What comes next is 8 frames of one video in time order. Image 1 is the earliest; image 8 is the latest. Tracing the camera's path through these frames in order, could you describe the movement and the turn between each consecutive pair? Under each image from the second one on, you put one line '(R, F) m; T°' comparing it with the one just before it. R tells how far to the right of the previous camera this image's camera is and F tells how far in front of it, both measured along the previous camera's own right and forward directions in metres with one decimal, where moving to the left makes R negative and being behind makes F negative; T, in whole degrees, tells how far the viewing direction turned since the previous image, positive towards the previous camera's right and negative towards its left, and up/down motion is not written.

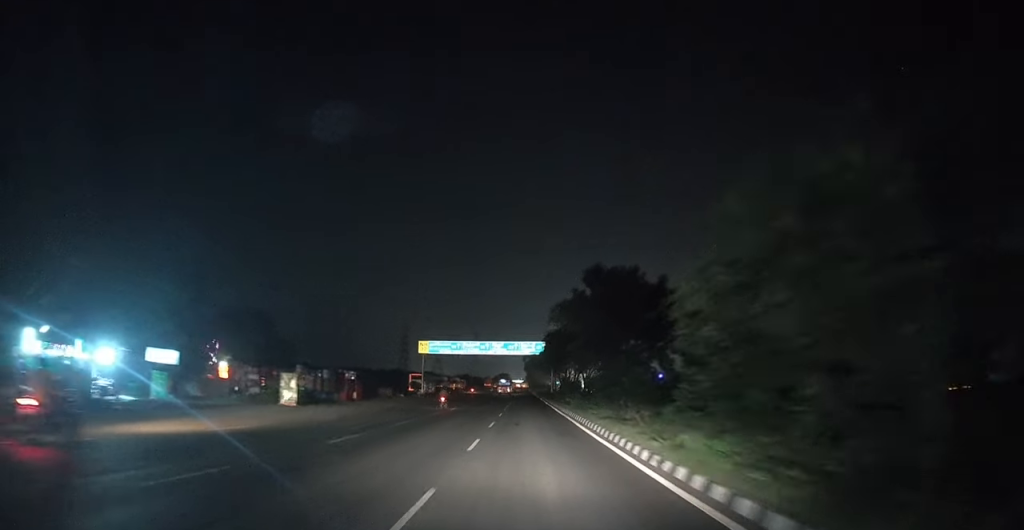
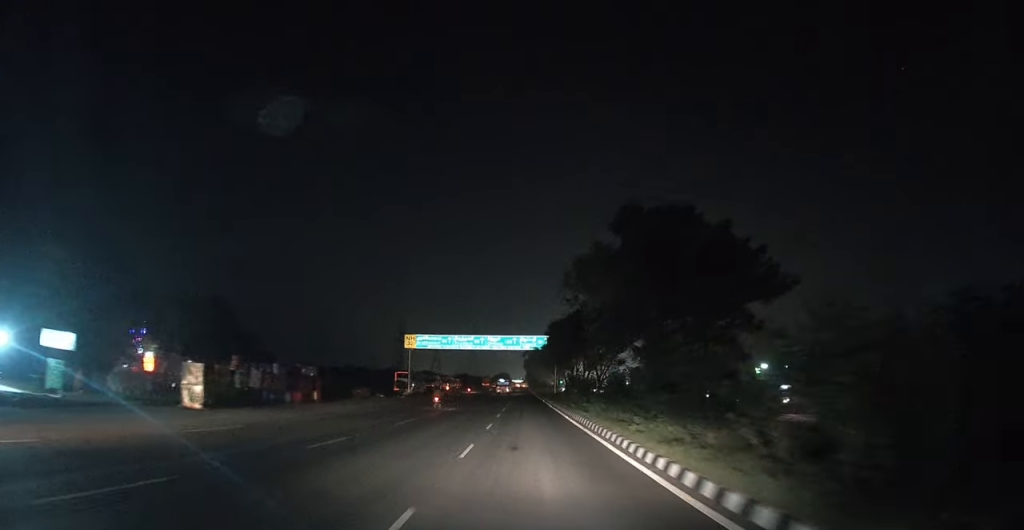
(+0.1, +10.0) m; +1°
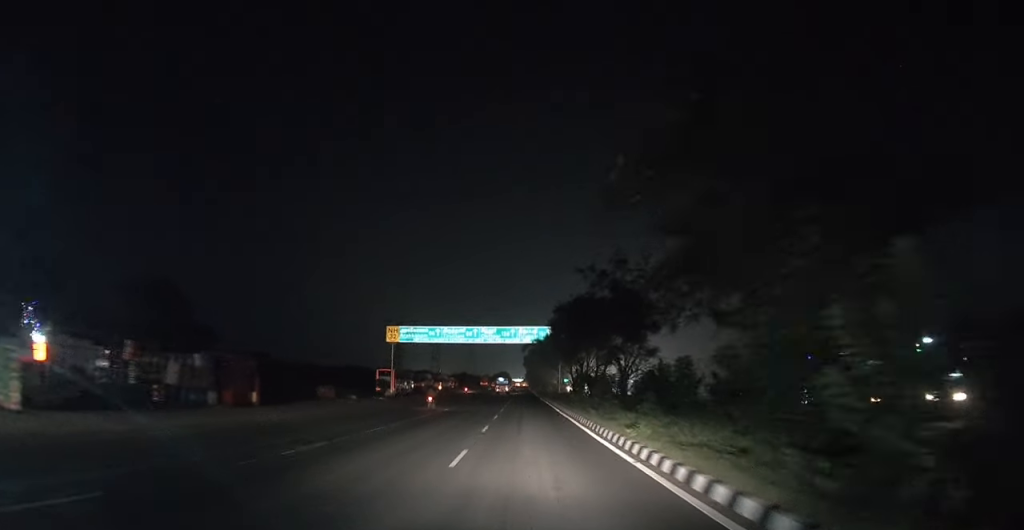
(0.0, +10.0) m; 0°
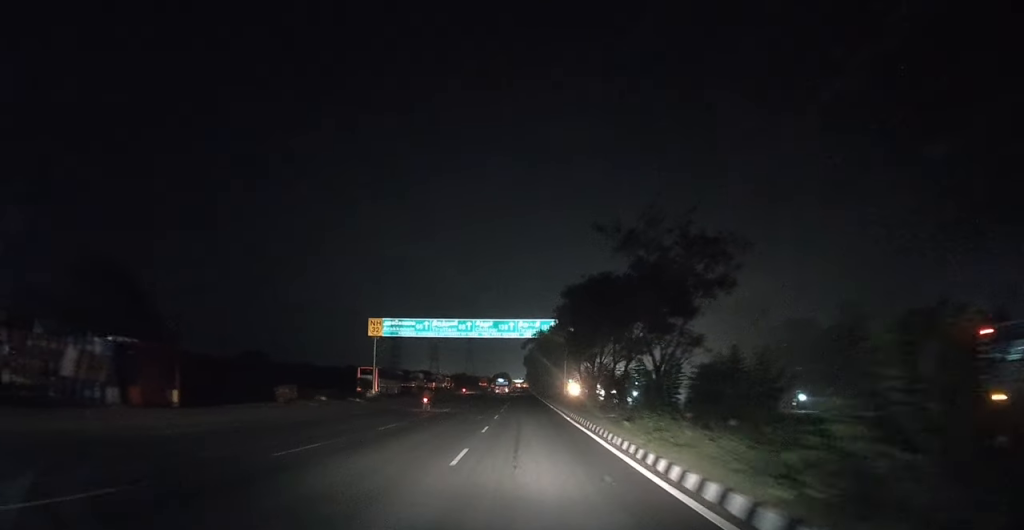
(0.0, +7.8) m; 0°
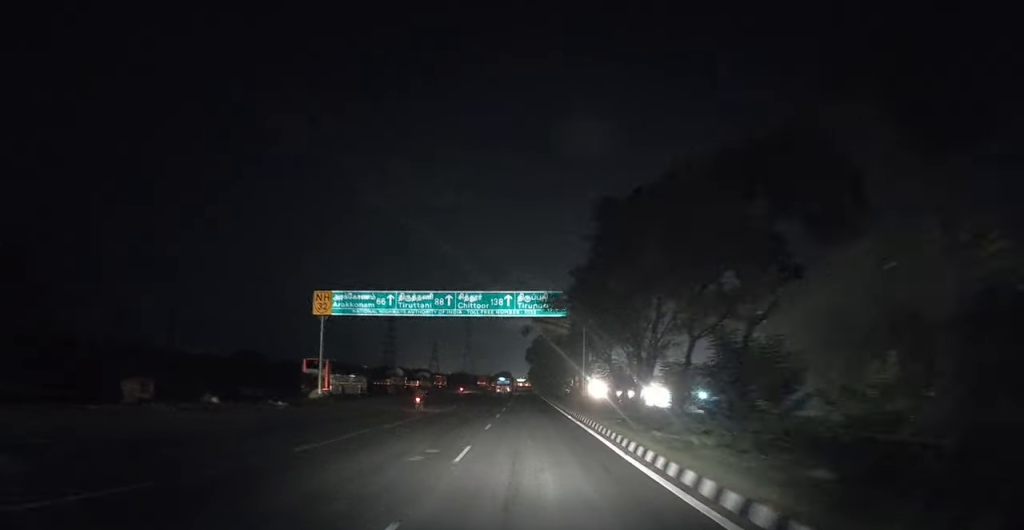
(0.0, +15.5) m; -1°
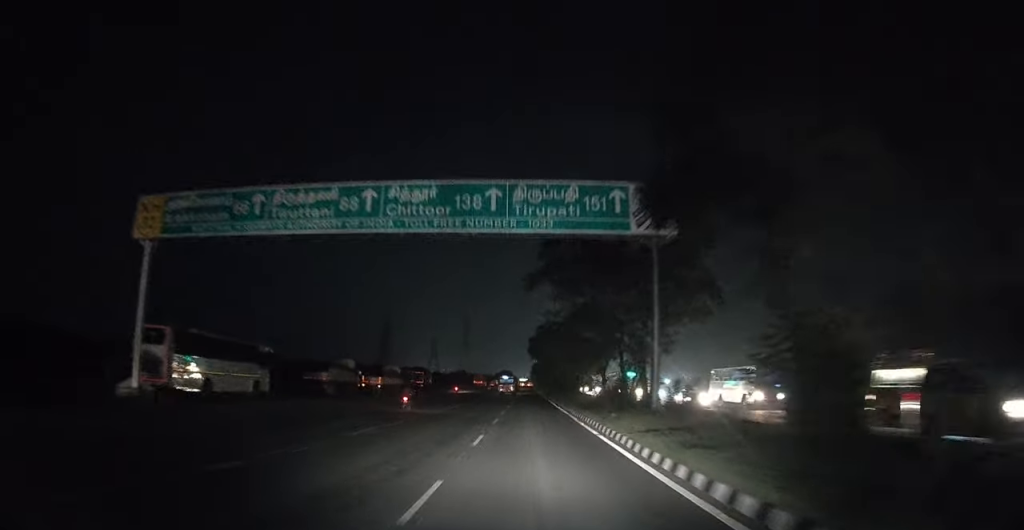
(-0.5, +22.1) m; -3°
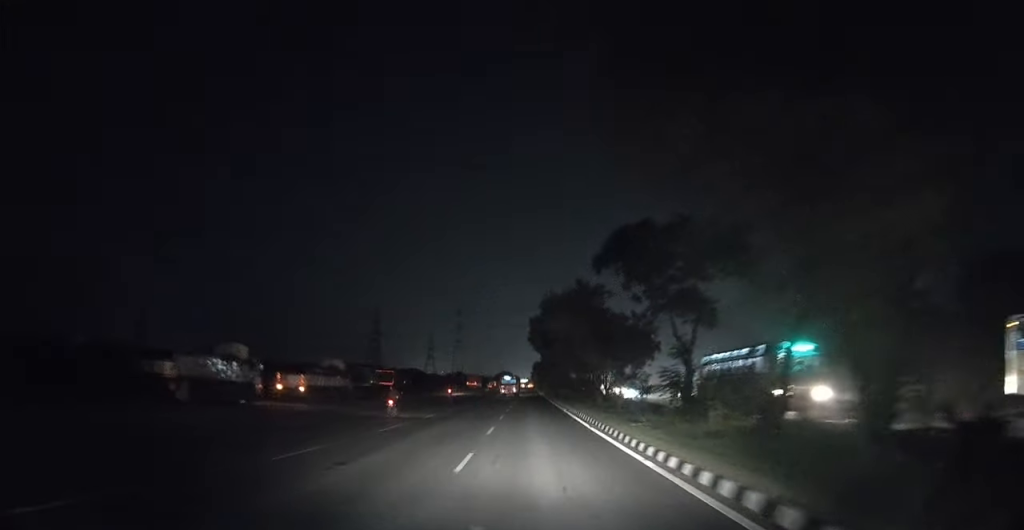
(-0.5, +24.5) m; -1°
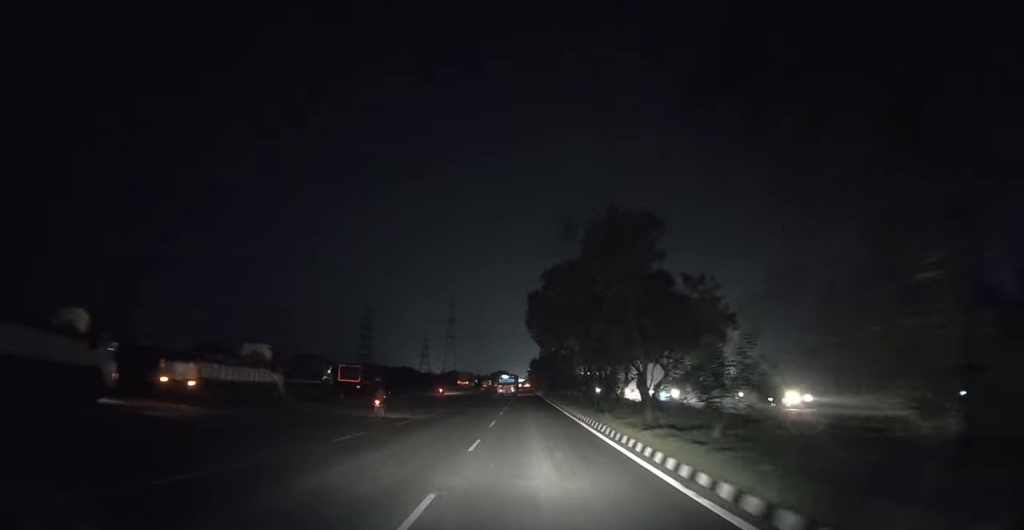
(0.0, +16.4) m; +1°
